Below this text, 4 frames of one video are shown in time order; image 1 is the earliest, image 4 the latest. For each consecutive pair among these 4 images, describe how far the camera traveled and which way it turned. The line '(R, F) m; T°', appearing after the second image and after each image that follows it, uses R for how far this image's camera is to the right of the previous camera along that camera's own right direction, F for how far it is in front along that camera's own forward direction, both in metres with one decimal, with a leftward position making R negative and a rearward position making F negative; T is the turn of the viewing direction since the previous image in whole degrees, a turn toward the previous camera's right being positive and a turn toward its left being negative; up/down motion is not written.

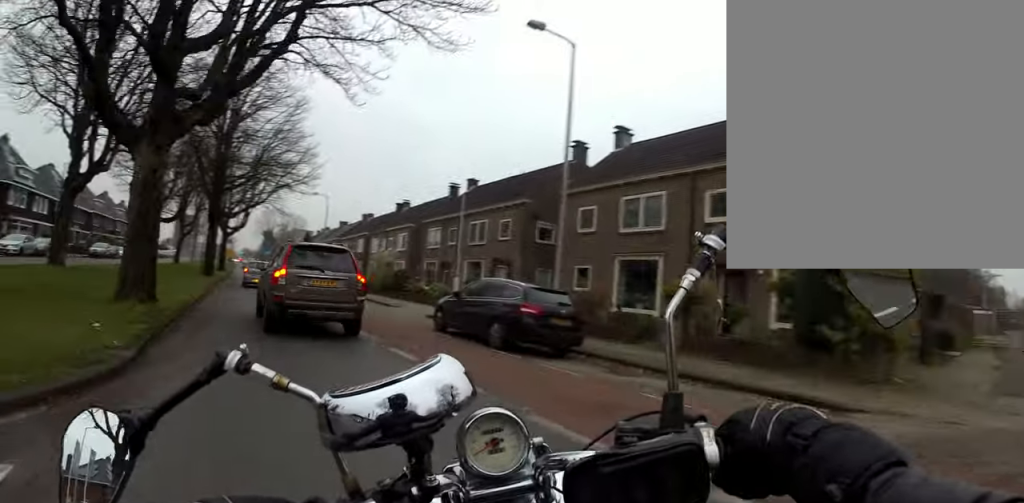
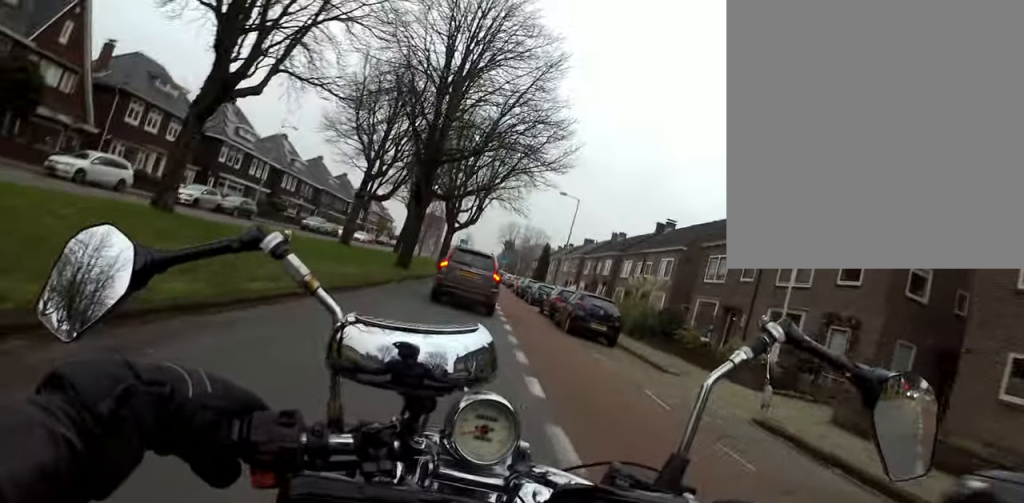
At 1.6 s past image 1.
(-1.2, +8.8) m; -13°
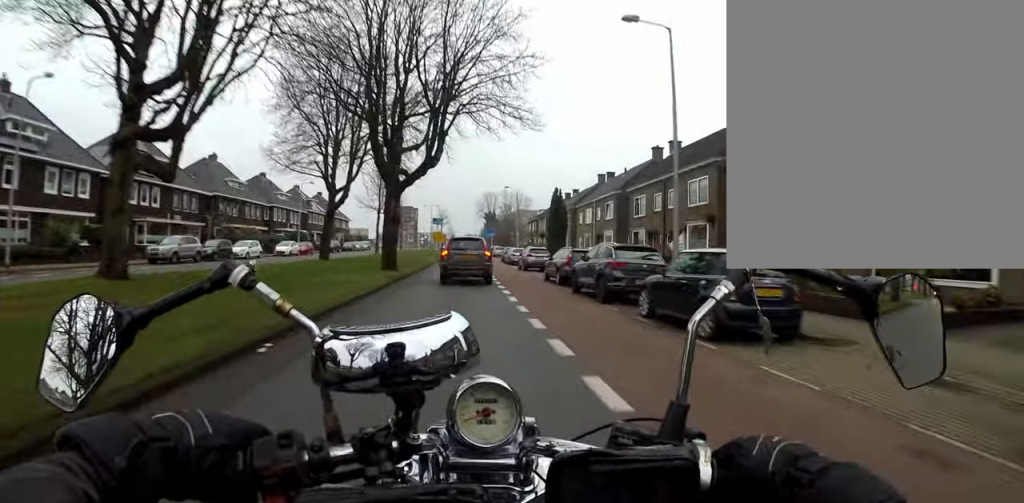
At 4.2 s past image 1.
(-1.3, +20.5) m; -2°
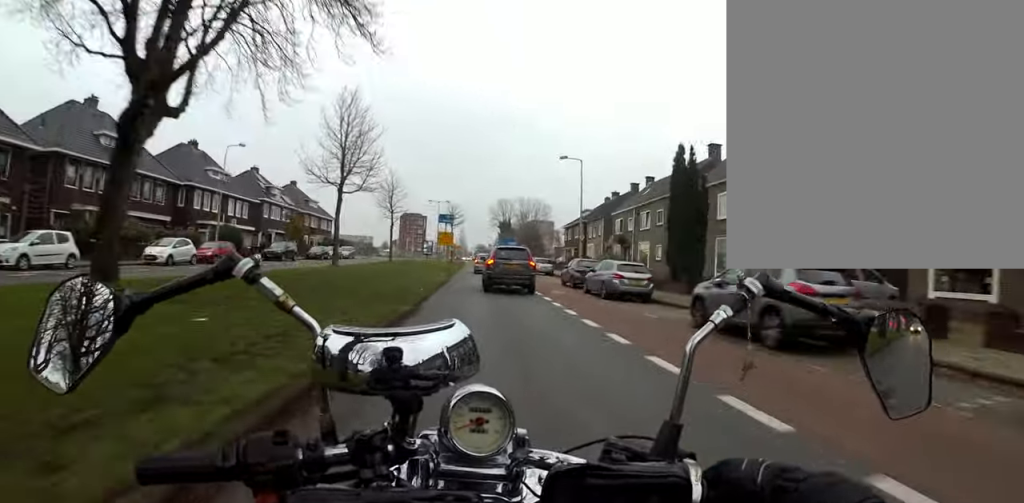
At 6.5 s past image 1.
(-0.8, +20.2) m; -6°
